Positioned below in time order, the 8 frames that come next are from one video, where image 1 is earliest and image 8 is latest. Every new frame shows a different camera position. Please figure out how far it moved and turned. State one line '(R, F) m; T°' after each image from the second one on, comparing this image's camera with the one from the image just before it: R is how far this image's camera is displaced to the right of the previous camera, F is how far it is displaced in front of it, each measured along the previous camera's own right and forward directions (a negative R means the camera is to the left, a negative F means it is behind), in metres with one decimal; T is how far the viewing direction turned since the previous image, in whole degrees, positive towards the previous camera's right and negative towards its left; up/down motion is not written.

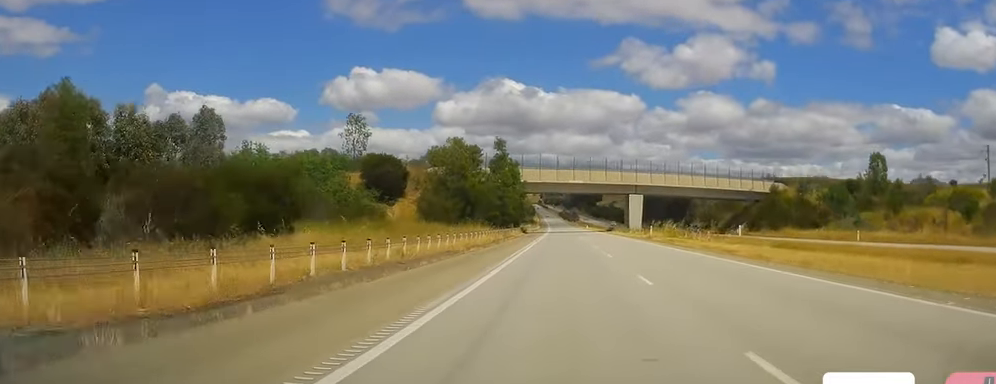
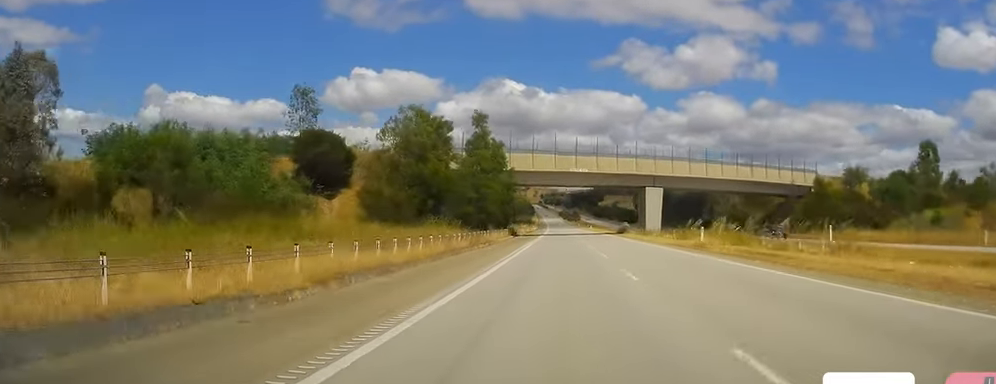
(0.0, +23.1) m; -1°
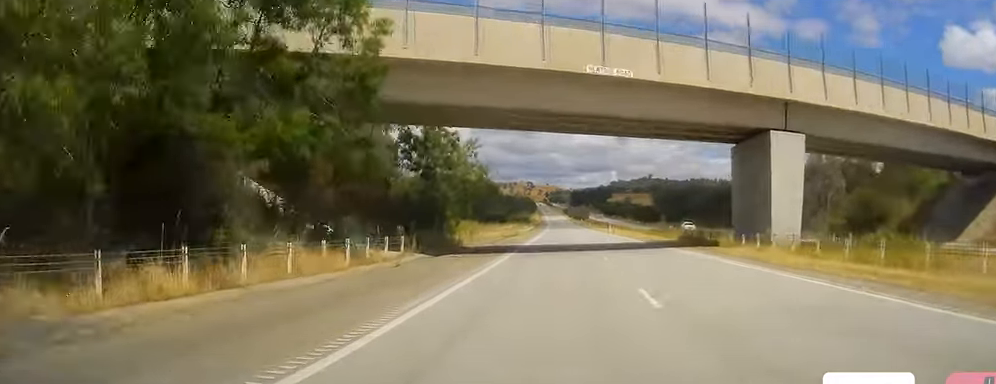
(-1.0, +53.8) m; -1°
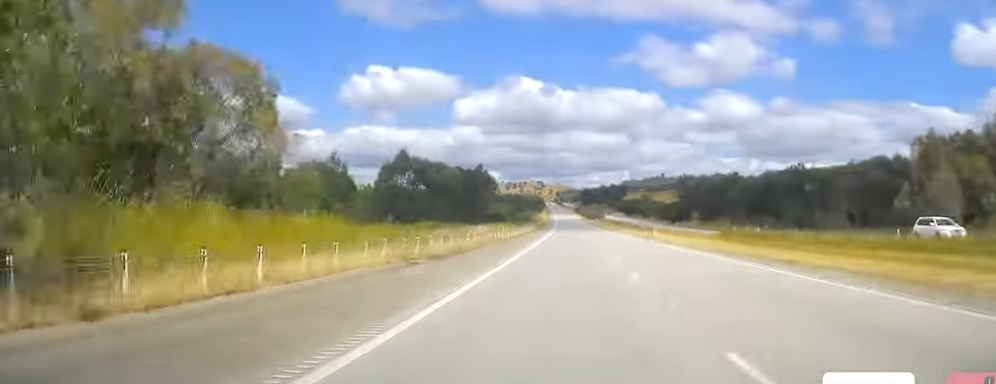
(+0.6, +43.3) m; 0°
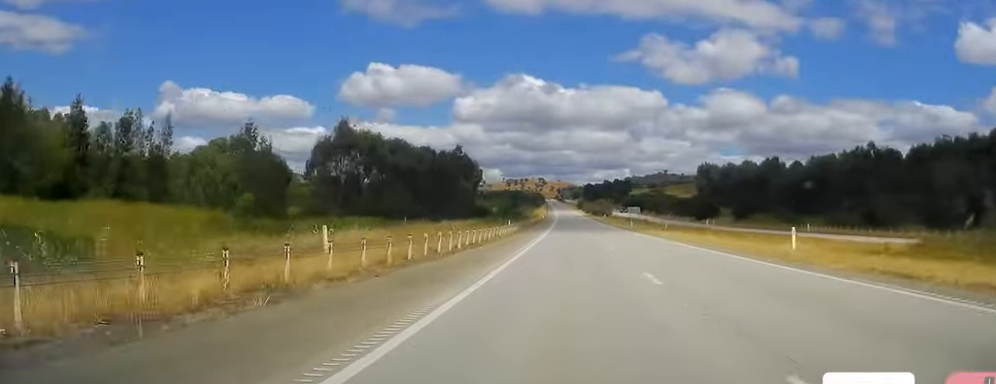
(-0.7, +37.4) m; -1°
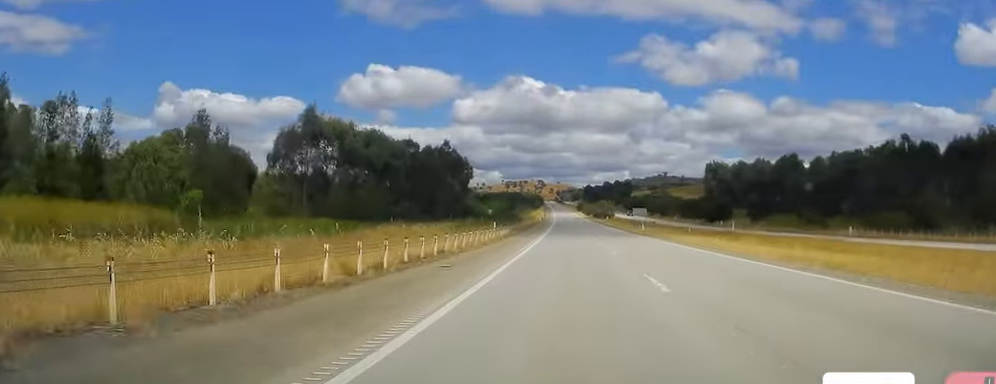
(0.0, +13.4) m; 0°
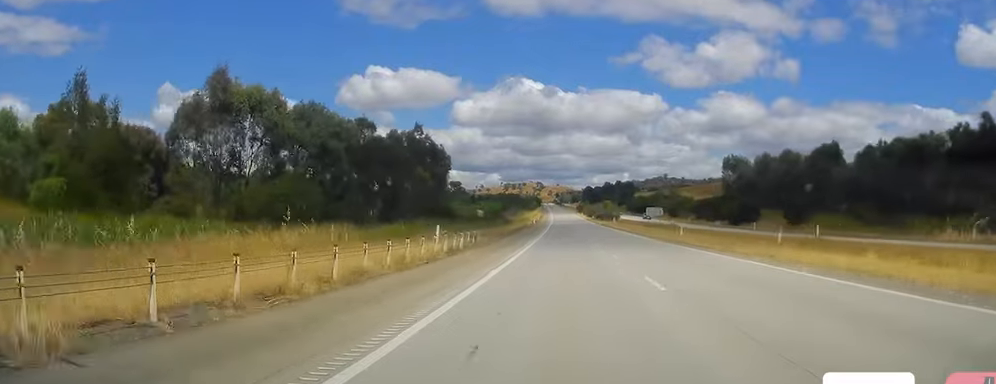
(0.0, +24.0) m; 0°
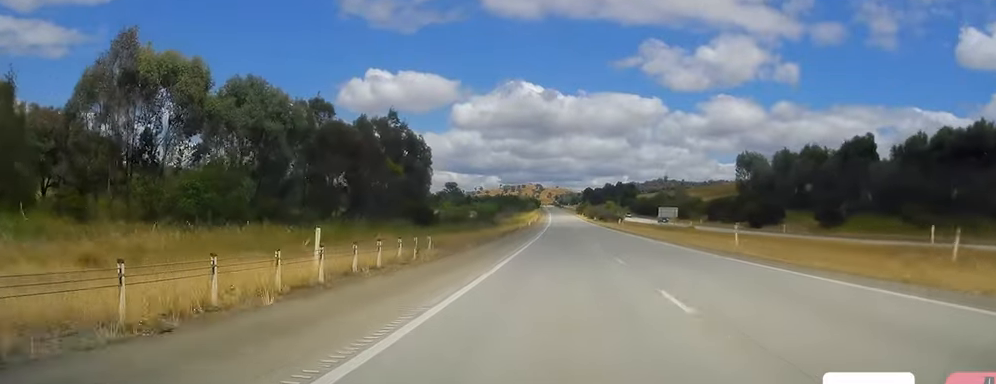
(0.0, +15.4) m; 0°
